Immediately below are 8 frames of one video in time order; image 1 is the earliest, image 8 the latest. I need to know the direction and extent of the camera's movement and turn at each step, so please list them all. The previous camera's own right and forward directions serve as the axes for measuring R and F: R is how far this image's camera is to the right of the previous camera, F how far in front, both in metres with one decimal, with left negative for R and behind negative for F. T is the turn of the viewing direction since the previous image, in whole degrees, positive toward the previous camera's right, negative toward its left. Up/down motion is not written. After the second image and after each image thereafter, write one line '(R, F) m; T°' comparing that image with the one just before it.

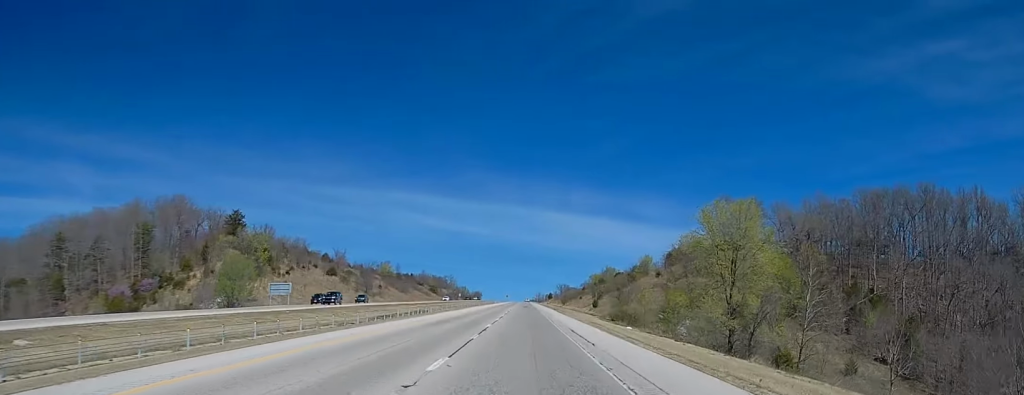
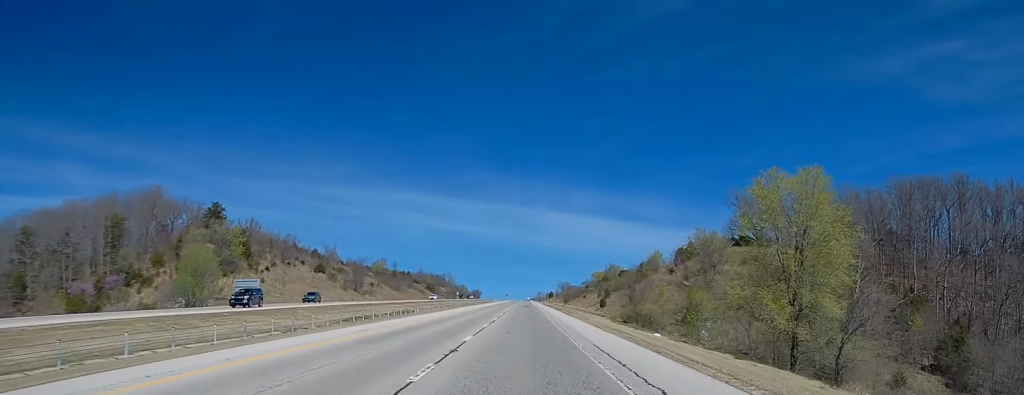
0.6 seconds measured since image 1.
(0.0, +14.6) m; 0°
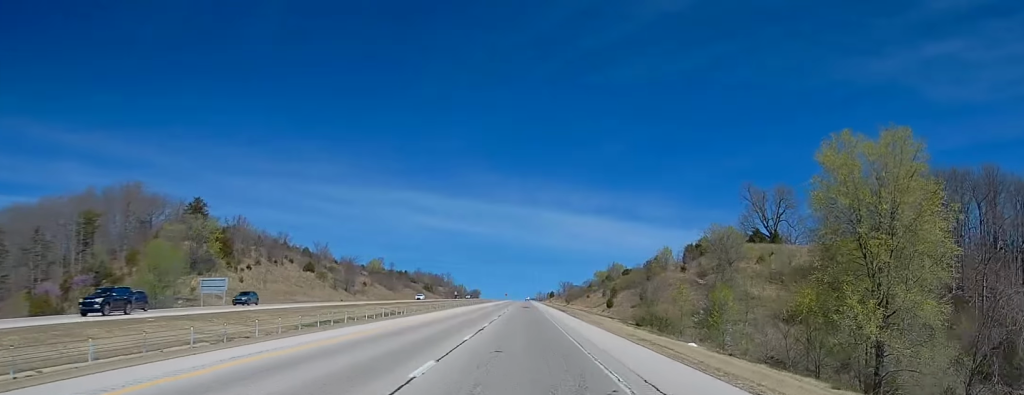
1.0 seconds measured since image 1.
(0.0, +11.6) m; 0°
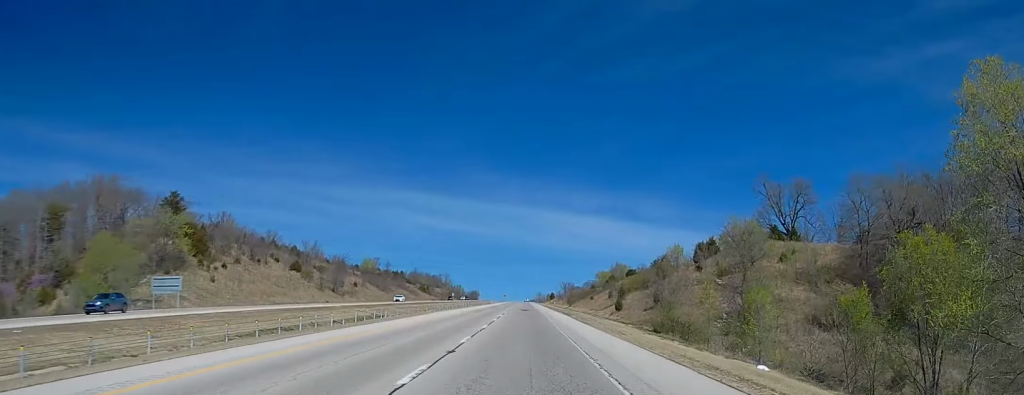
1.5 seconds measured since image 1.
(0.0, +12.9) m; 0°
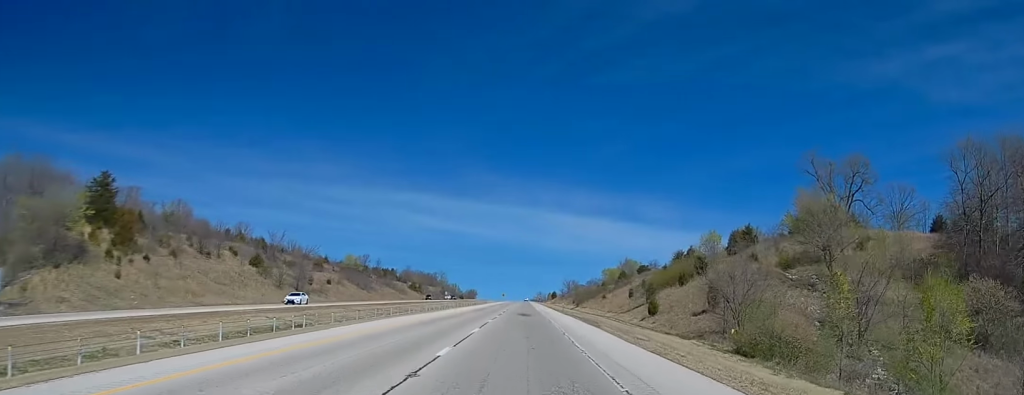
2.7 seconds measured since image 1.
(0.0, +31.0) m; 0°
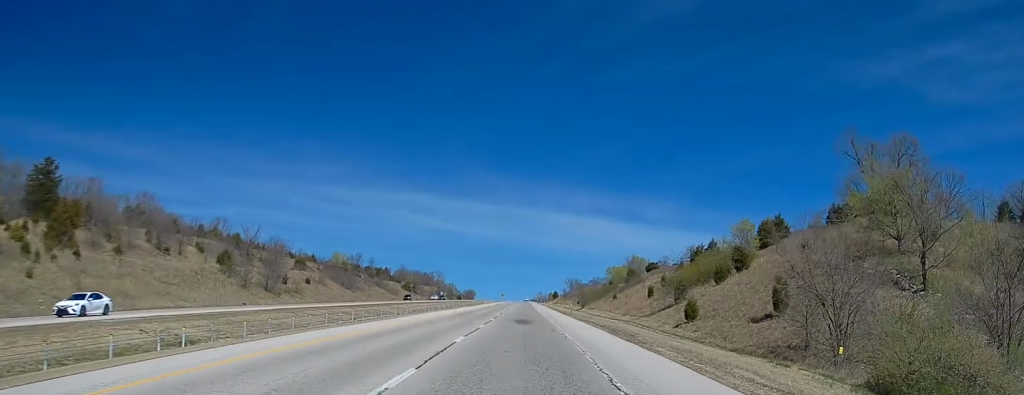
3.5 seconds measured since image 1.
(0.0, +19.4) m; 0°
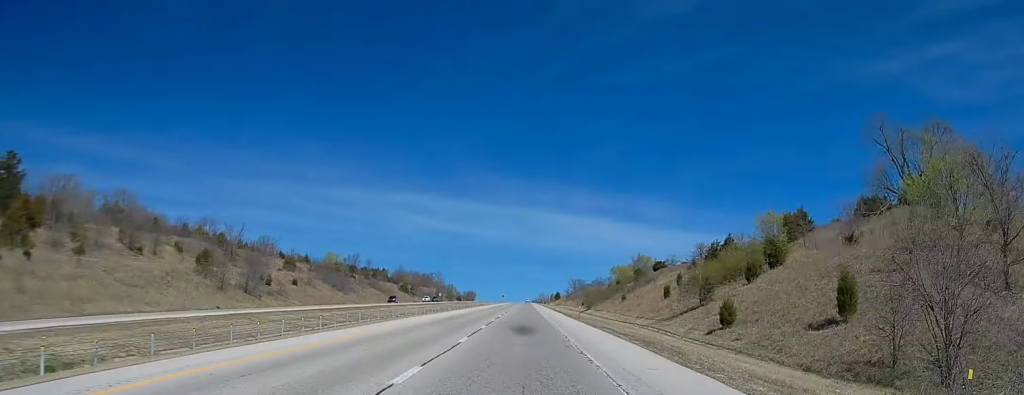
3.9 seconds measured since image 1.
(0.0, +11.2) m; 0°
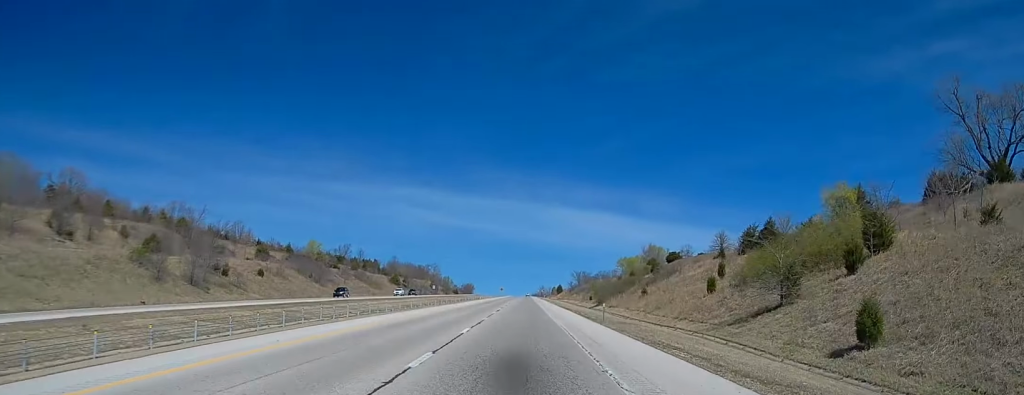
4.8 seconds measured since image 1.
(-0.1, +22.5) m; 0°
